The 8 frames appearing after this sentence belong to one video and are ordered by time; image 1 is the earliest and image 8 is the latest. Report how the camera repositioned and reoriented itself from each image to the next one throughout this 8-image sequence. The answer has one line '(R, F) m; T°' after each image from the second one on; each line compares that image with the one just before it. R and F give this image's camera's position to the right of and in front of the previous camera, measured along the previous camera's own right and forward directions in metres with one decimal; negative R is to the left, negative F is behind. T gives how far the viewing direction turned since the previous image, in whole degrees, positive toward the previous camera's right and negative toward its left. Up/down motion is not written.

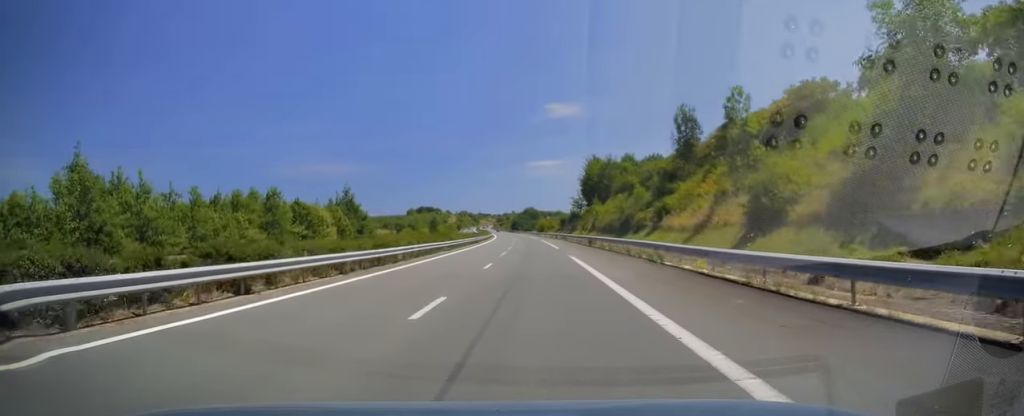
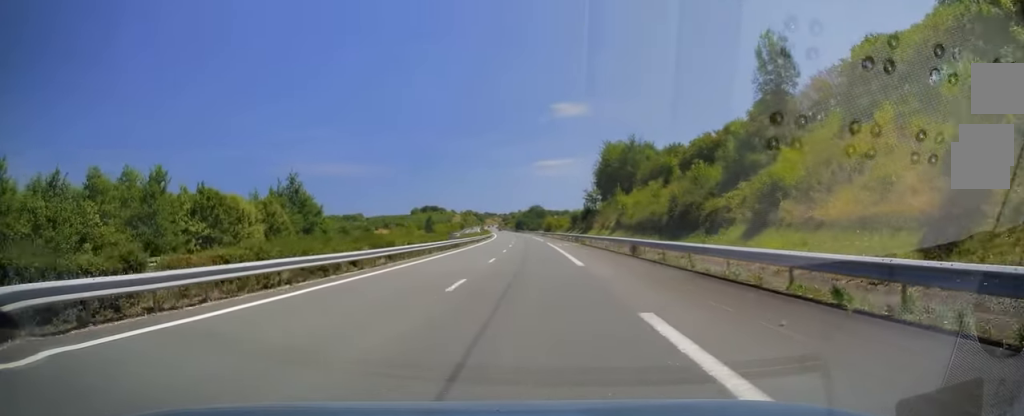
(-0.2, +21.6) m; -1°
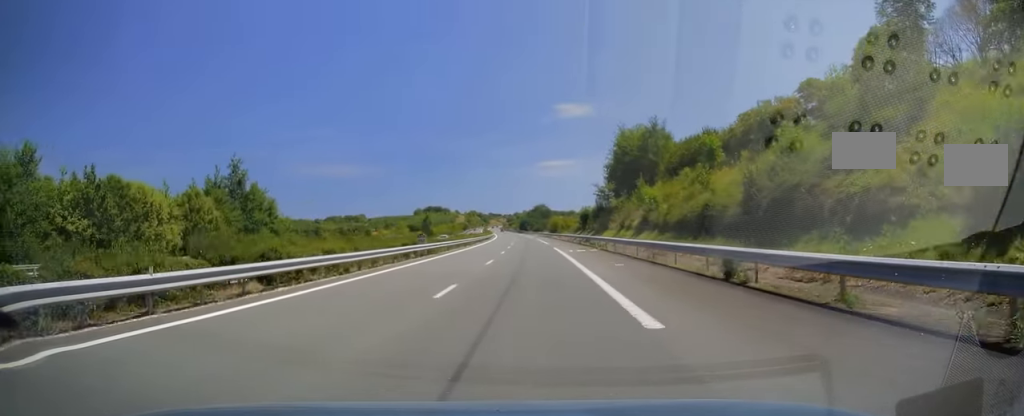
(-0.2, +14.2) m; 0°
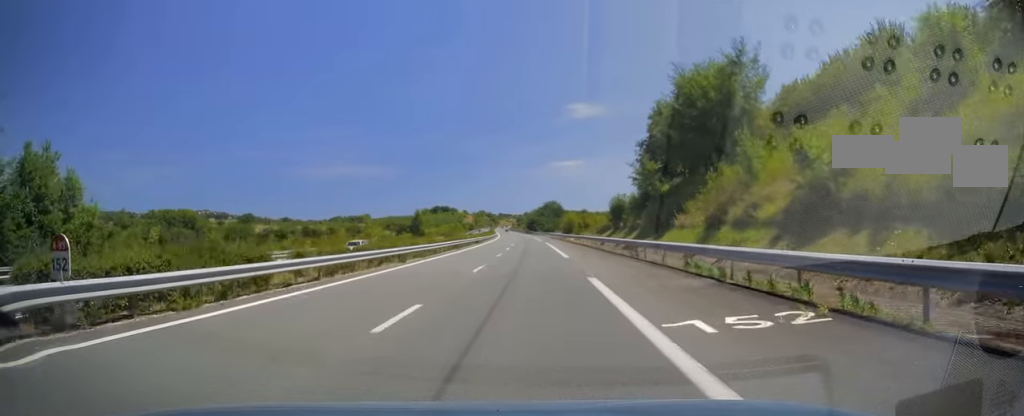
(-0.1, +30.4) m; 0°
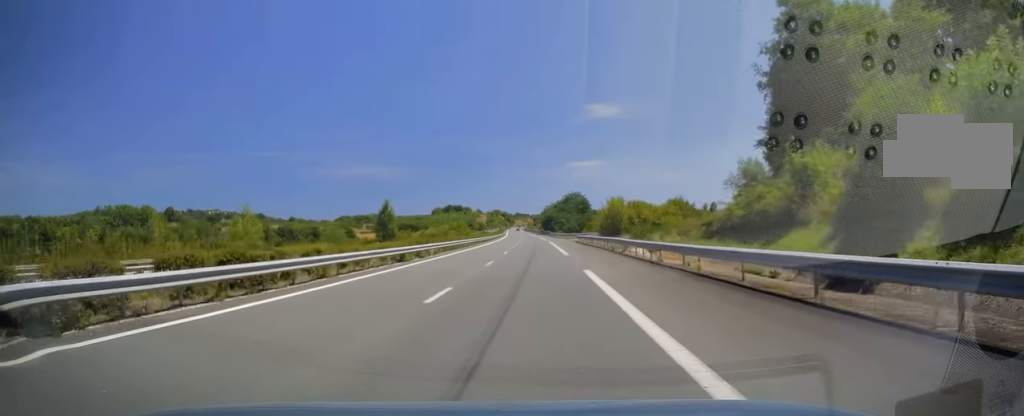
(-0.4, +48.5) m; -2°
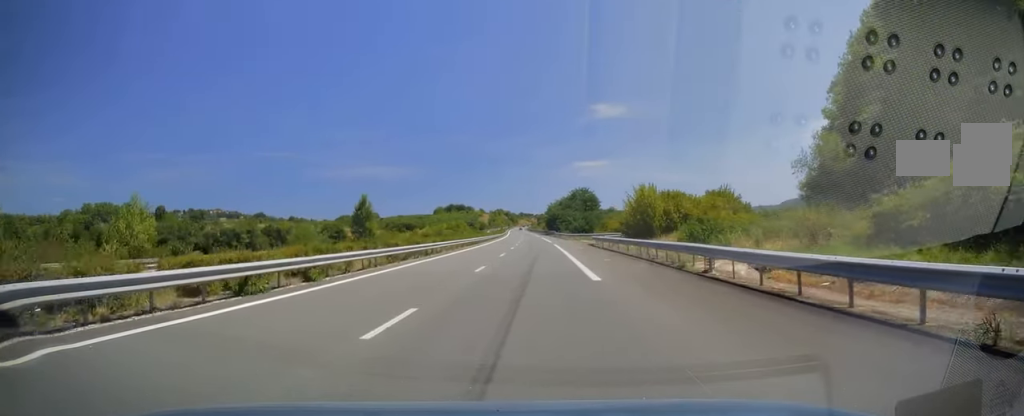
(-0.1, +17.1) m; -1°
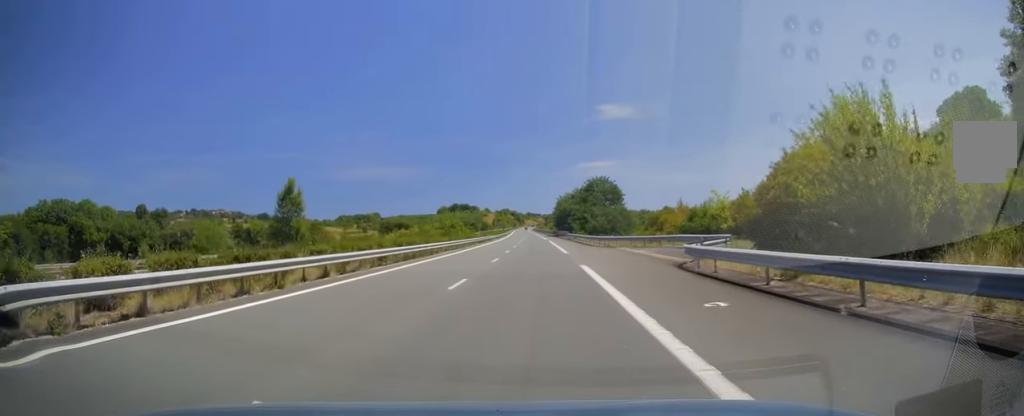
(-0.5, +32.3) m; 0°
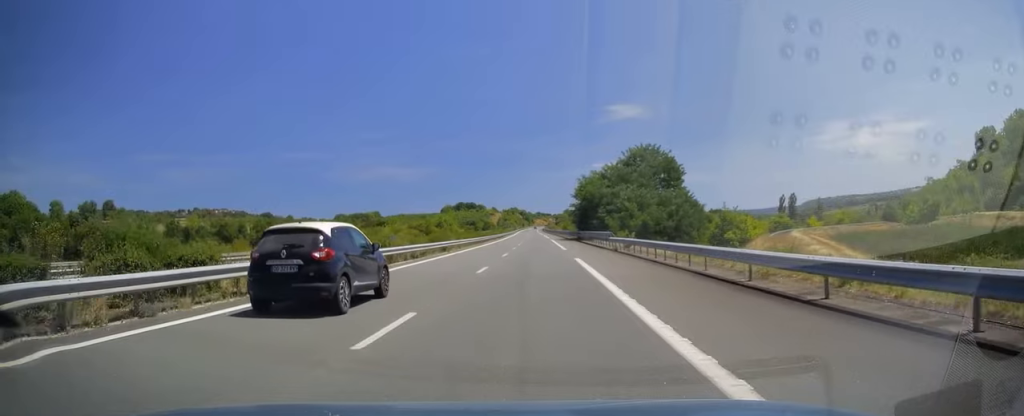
(+0.1, +46.4) m; -1°
